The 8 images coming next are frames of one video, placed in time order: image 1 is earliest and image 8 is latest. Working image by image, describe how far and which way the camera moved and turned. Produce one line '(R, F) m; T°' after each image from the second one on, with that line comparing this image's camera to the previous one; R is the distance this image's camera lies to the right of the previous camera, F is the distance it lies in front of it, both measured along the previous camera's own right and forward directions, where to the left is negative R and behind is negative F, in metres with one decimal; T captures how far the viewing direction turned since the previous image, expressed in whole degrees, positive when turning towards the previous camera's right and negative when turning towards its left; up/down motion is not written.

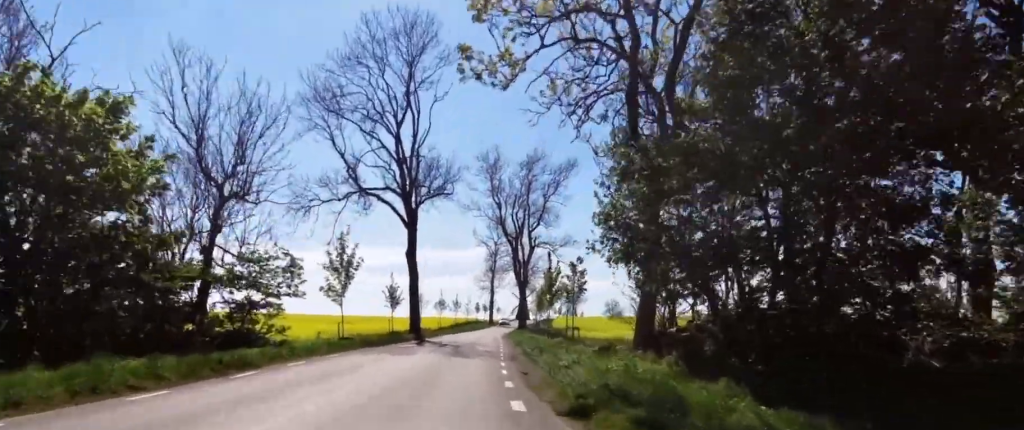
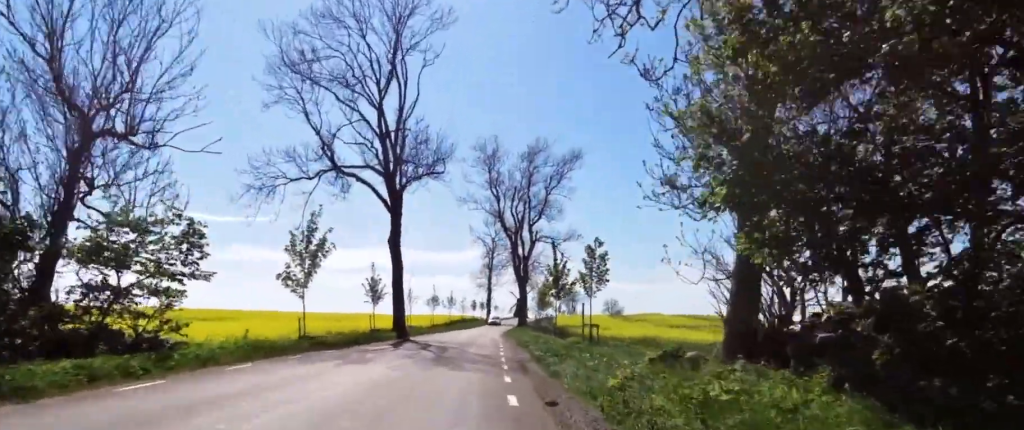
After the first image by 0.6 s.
(+0.6, +6.2) m; +4°
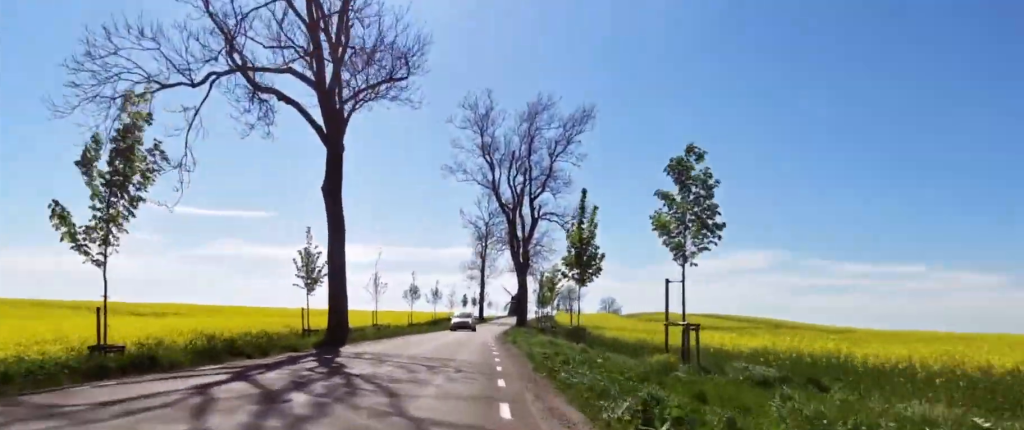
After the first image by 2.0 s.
(+0.9, +13.1) m; +5°
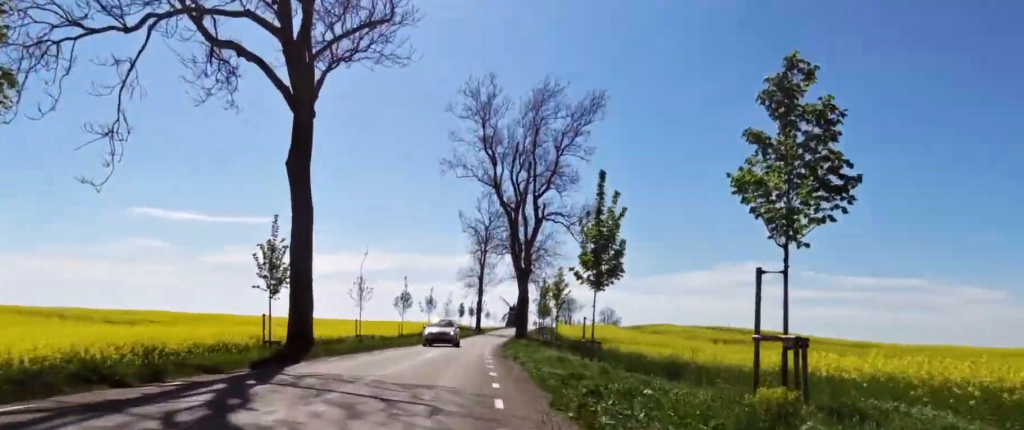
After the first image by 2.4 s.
(+0.1, +4.5) m; -2°
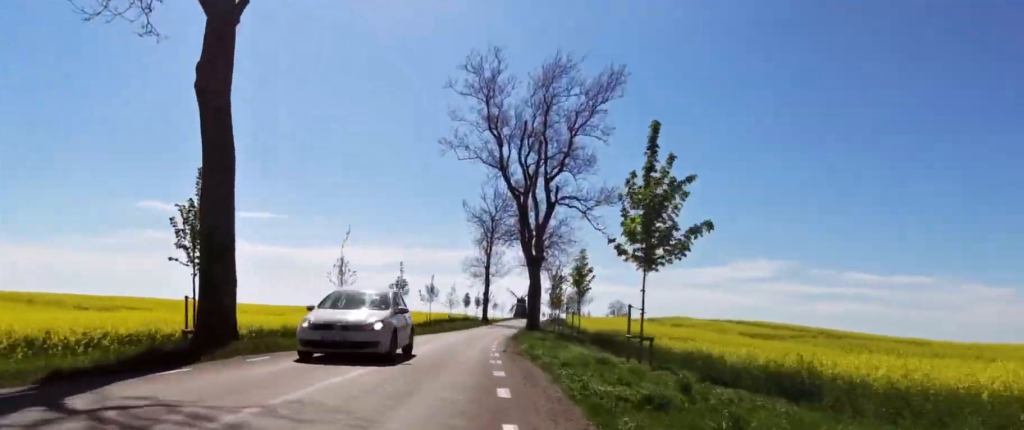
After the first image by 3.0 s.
(+0.4, +6.5) m; -5°
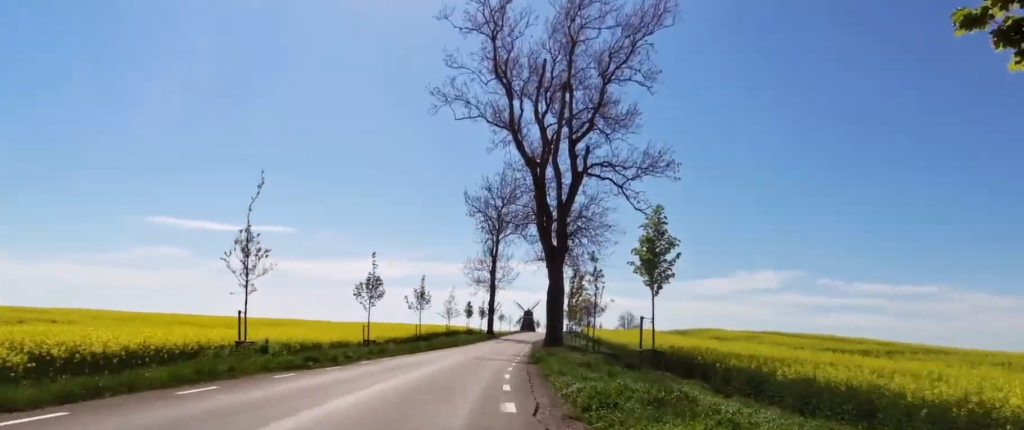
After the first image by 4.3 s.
(-1.5, +12.7) m; -1°
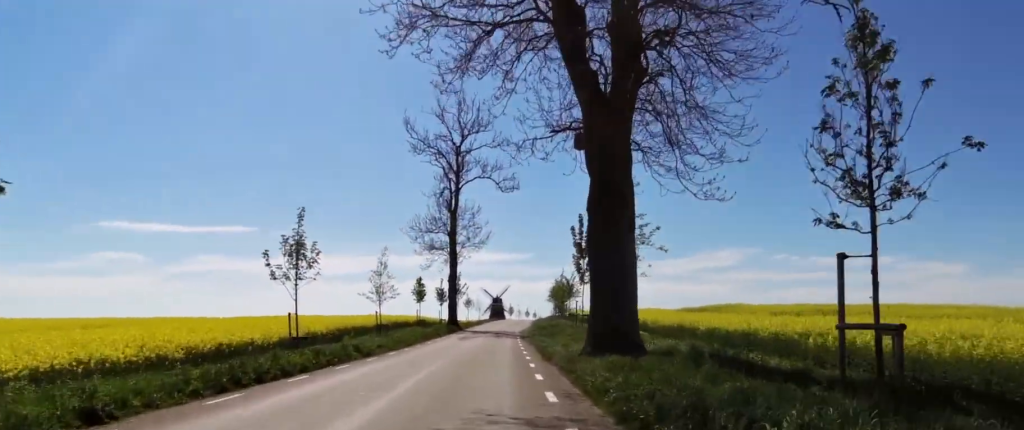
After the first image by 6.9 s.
(+2.7, +23.7) m; +6°
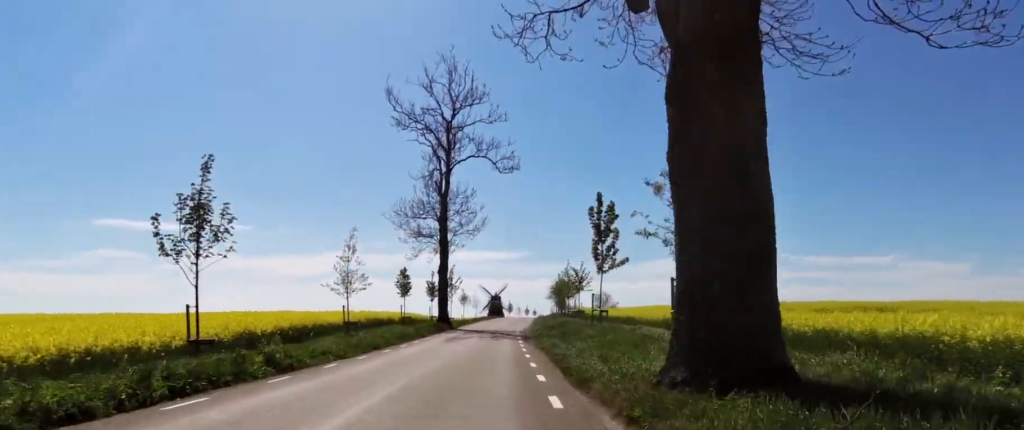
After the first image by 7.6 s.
(-0.1, +6.6) m; +5°
